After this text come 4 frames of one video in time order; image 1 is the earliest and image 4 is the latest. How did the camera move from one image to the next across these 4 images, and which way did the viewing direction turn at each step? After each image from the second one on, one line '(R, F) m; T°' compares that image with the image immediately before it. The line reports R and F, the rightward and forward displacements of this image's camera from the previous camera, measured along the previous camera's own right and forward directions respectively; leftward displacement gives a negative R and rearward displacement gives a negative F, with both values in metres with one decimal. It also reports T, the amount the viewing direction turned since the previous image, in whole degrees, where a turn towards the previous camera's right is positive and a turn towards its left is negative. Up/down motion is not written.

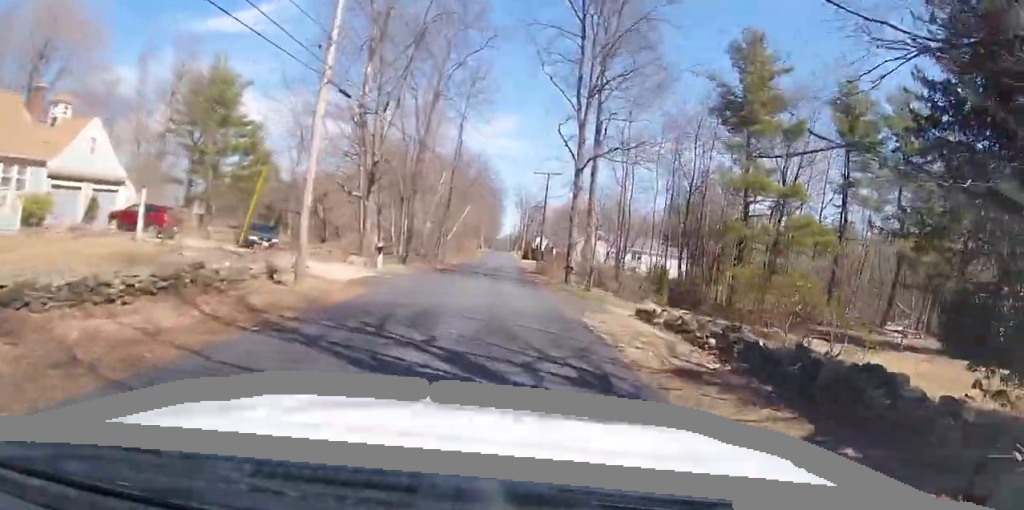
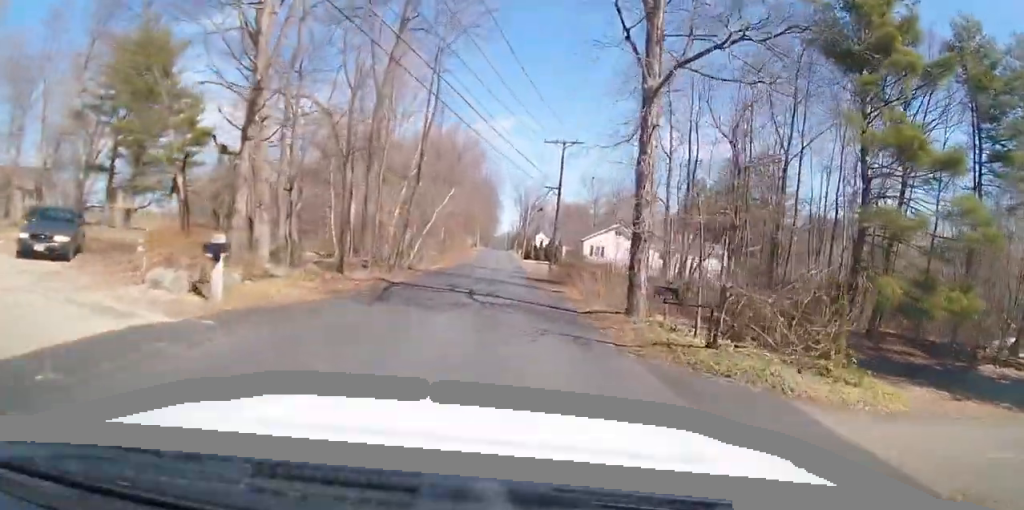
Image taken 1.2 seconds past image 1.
(-0.4, +15.9) m; -2°
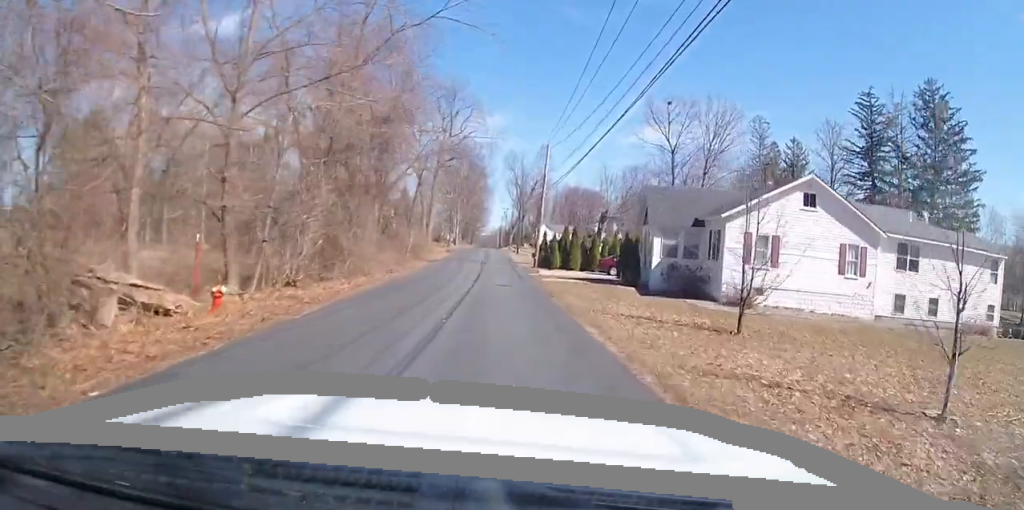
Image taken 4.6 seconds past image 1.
(-0.9, +46.7) m; -3°
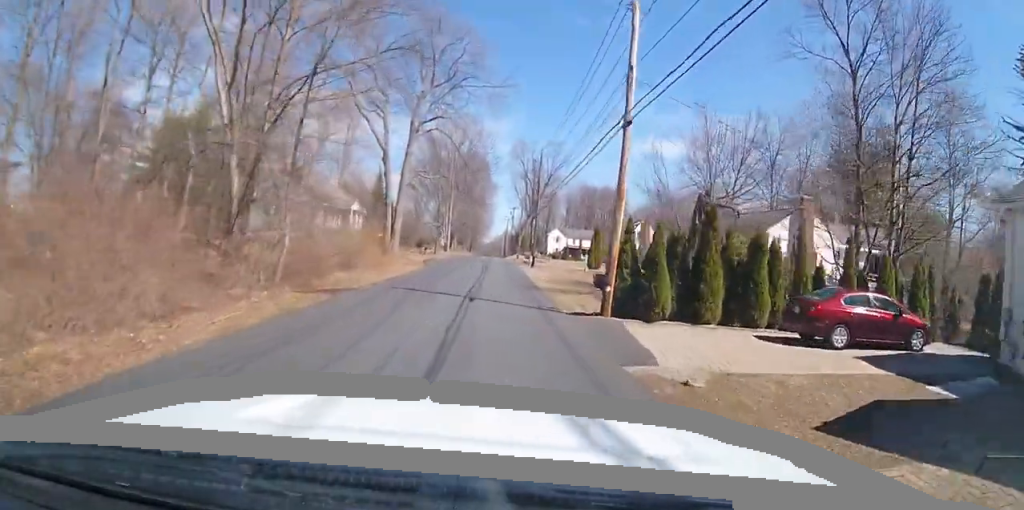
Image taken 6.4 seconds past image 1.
(-0.1, +25.9) m; +1°
